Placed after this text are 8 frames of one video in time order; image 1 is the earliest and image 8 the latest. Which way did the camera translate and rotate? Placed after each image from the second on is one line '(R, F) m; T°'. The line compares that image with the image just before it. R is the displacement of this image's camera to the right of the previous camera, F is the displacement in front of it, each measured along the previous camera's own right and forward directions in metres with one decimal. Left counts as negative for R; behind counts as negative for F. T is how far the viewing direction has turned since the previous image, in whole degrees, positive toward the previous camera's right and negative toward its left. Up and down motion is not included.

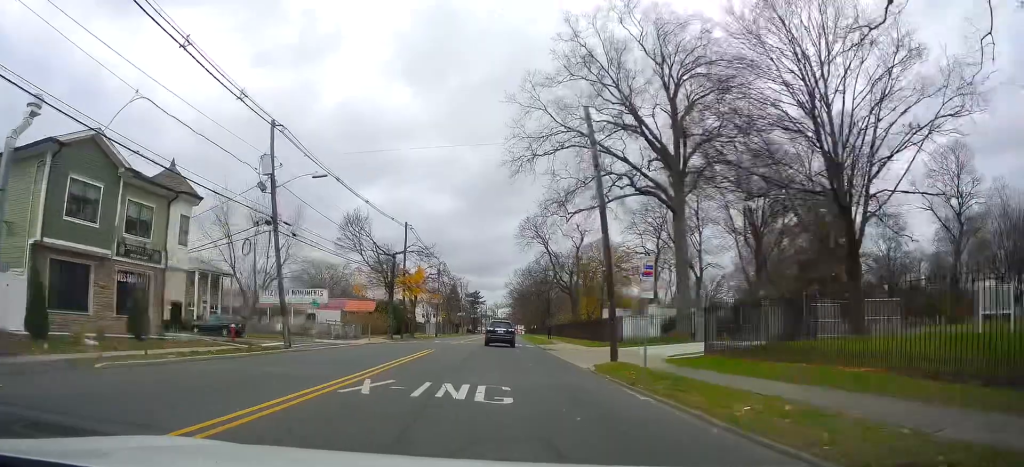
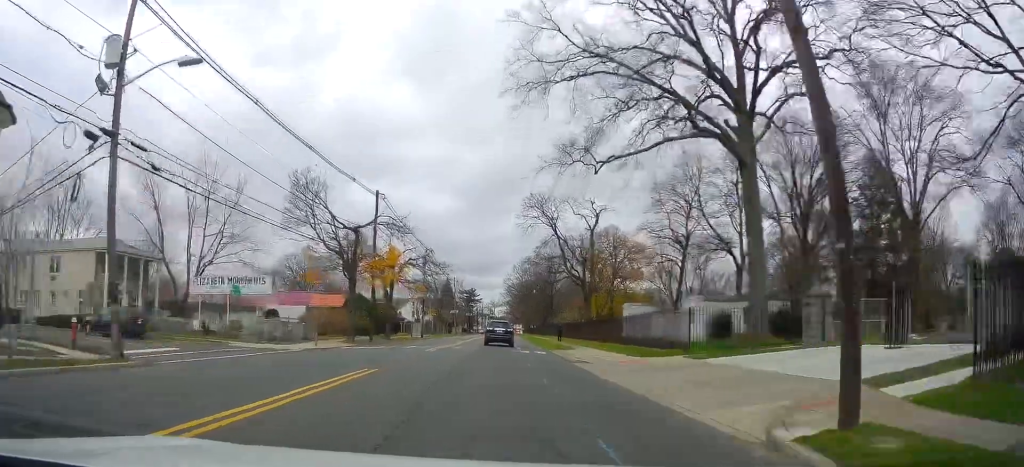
(-0.7, +13.6) m; -1°
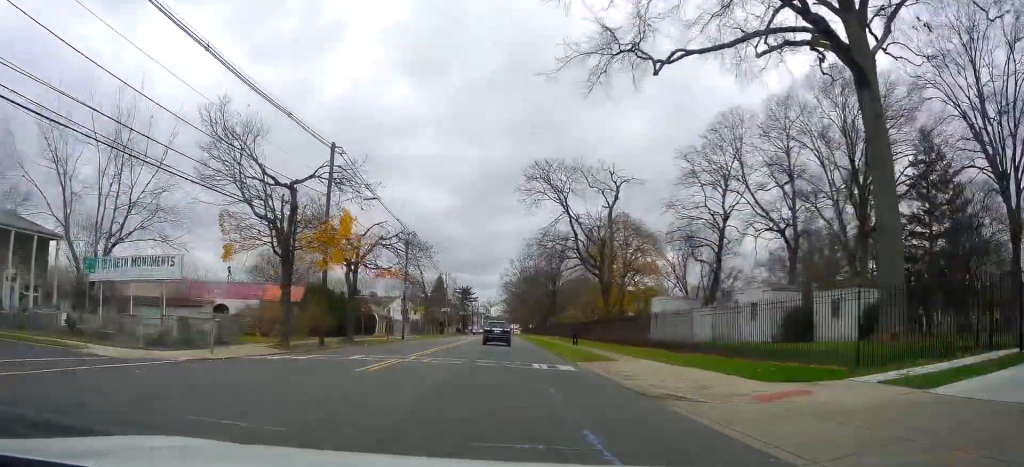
(+0.3, +11.7) m; +1°
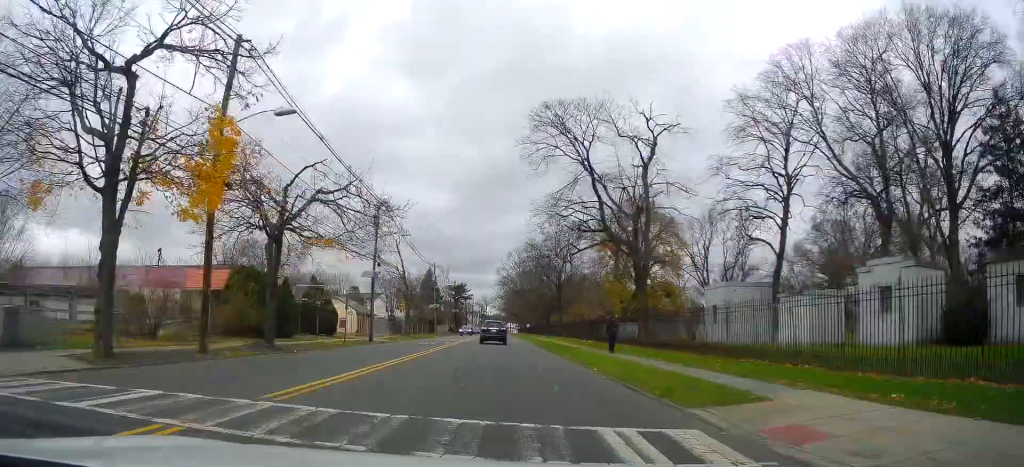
(0.0, +13.8) m; +1°
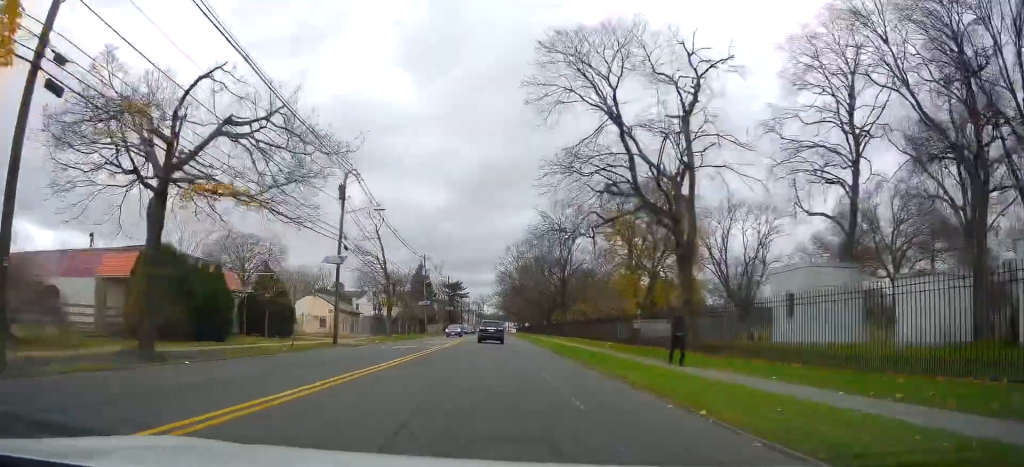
(+0.1, +10.7) m; 0°
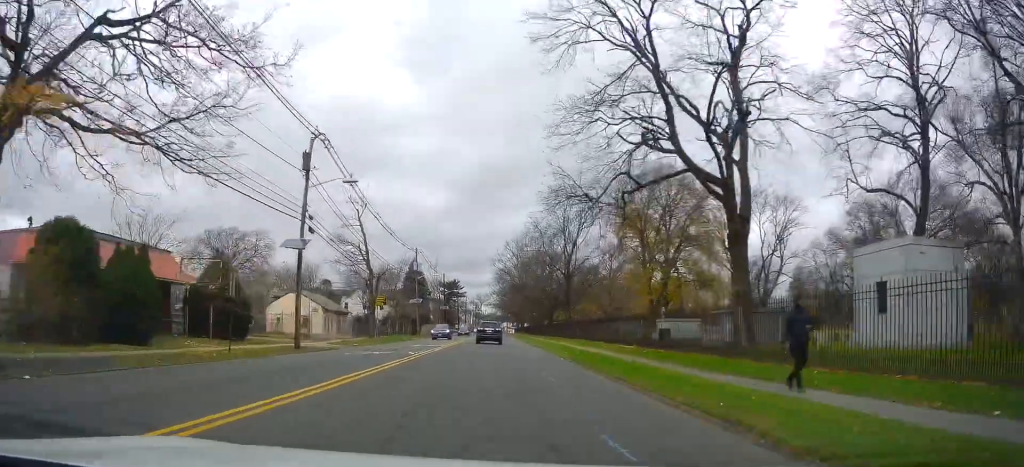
(0.0, +6.9) m; 0°
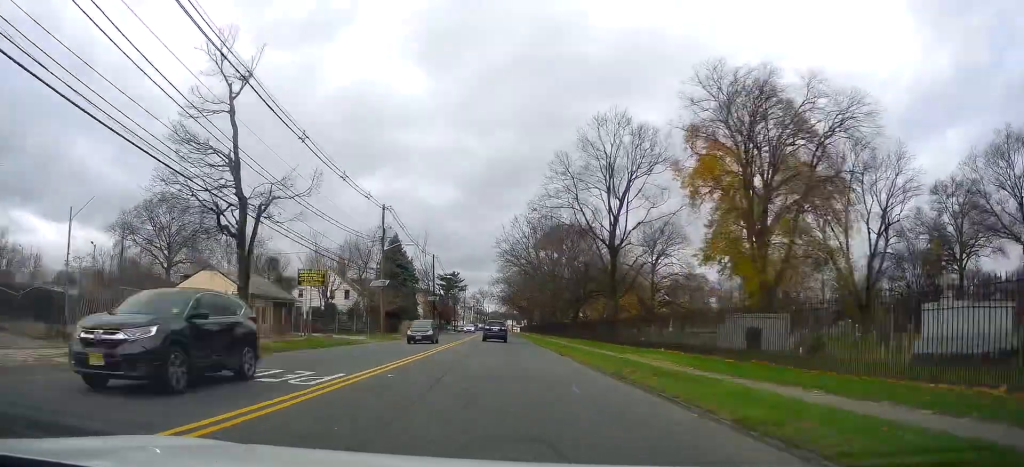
(-0.1, +27.3) m; 0°
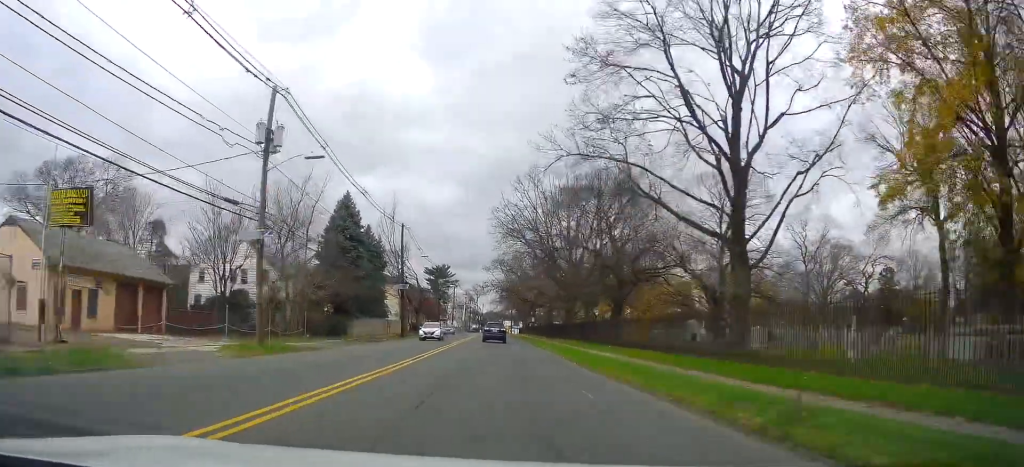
(0.0, +26.8) m; 0°
